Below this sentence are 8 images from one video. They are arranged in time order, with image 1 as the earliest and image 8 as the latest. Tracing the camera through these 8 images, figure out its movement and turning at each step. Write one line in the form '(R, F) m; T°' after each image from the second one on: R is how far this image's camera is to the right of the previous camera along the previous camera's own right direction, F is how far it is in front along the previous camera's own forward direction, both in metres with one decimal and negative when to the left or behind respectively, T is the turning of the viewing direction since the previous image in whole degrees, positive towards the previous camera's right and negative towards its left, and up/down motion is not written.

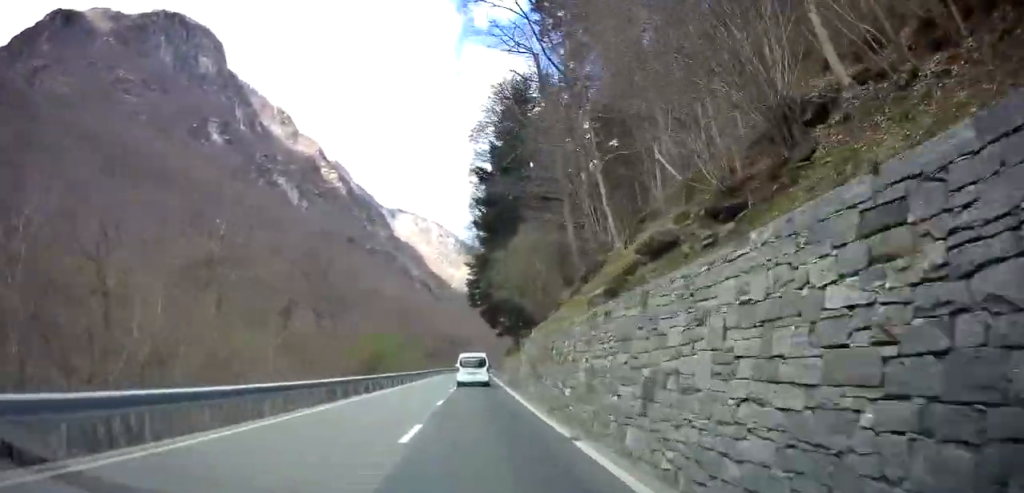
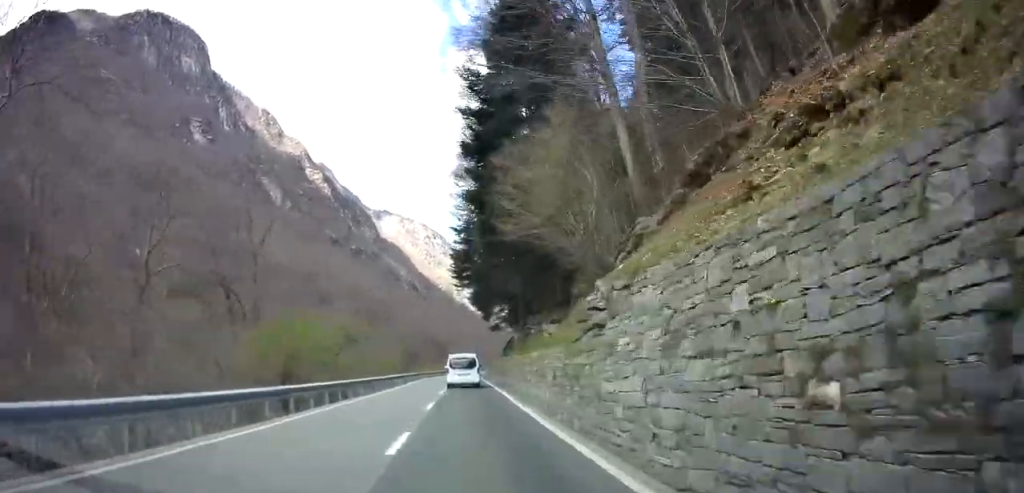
(+1.0, +18.4) m; +5°
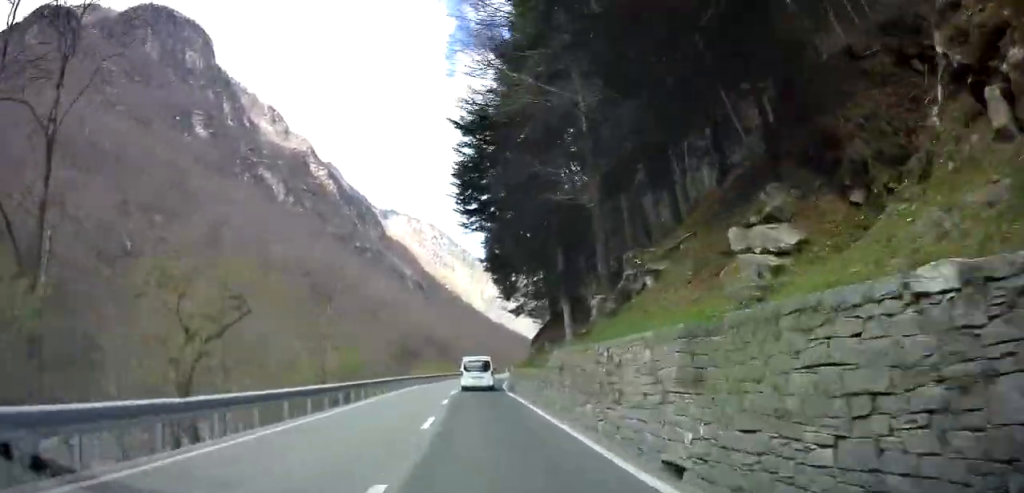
(+0.4, +22.6) m; -4°
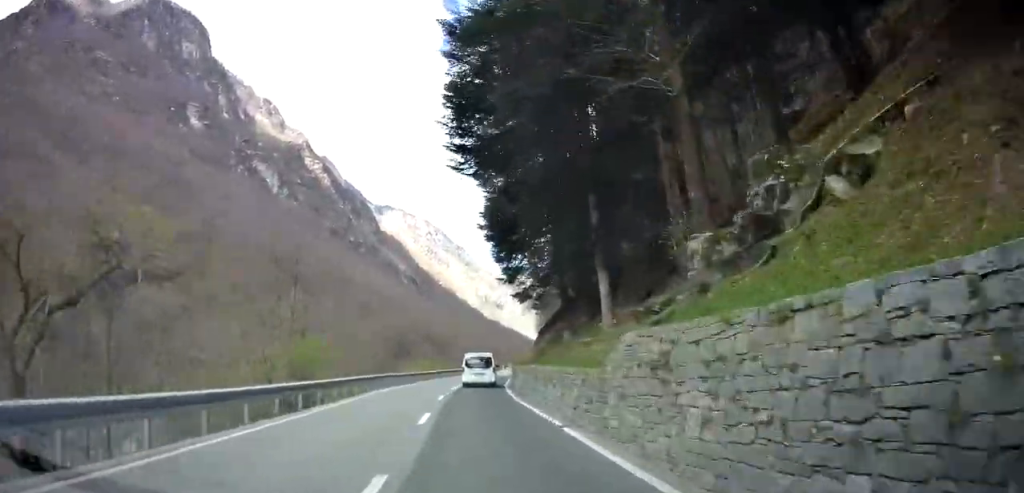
(-0.9, +8.2) m; -1°
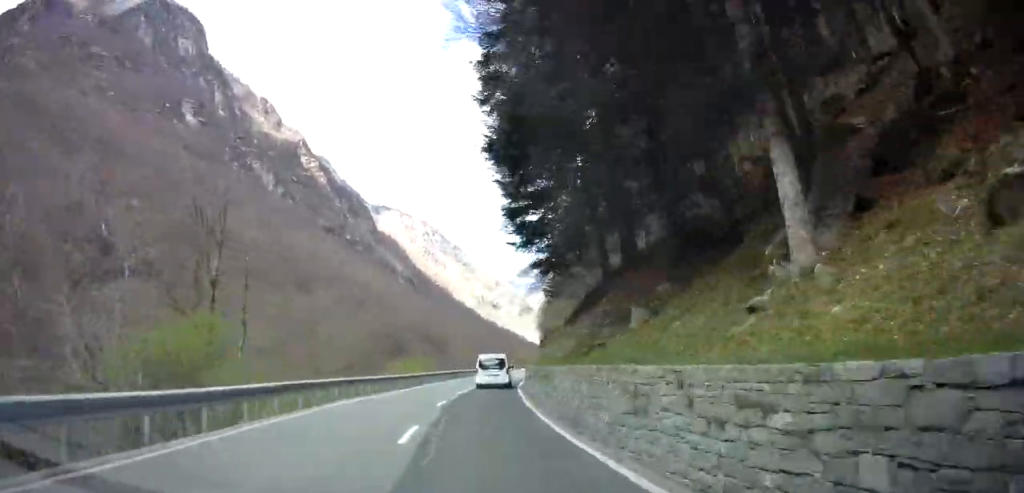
(-0.3, +12.2) m; 0°
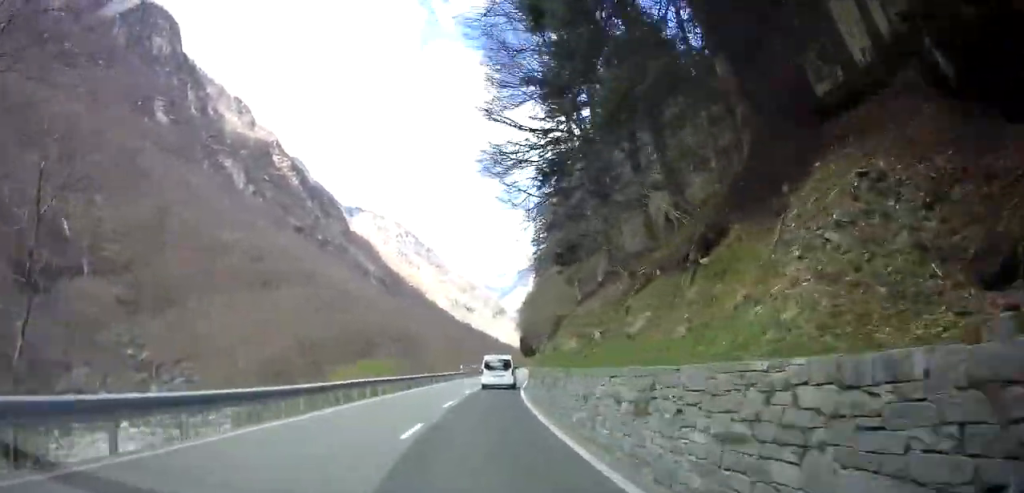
(+0.8, +16.2) m; +4°
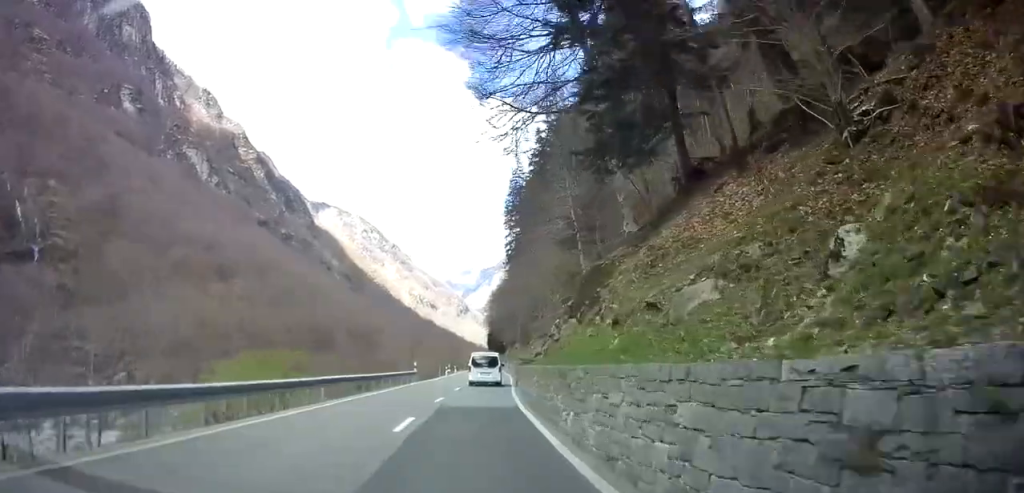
(+0.3, +16.8) m; +2°
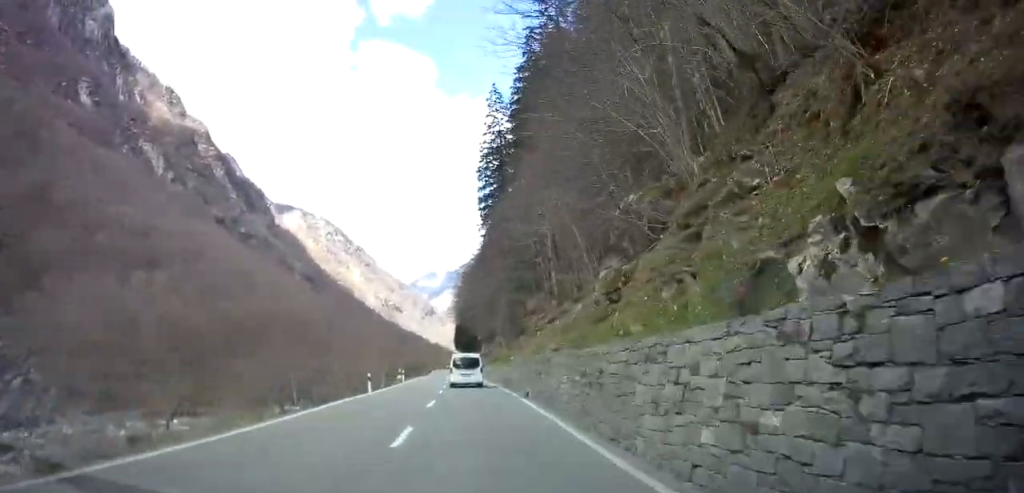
(+1.5, +36.3) m; +6°
